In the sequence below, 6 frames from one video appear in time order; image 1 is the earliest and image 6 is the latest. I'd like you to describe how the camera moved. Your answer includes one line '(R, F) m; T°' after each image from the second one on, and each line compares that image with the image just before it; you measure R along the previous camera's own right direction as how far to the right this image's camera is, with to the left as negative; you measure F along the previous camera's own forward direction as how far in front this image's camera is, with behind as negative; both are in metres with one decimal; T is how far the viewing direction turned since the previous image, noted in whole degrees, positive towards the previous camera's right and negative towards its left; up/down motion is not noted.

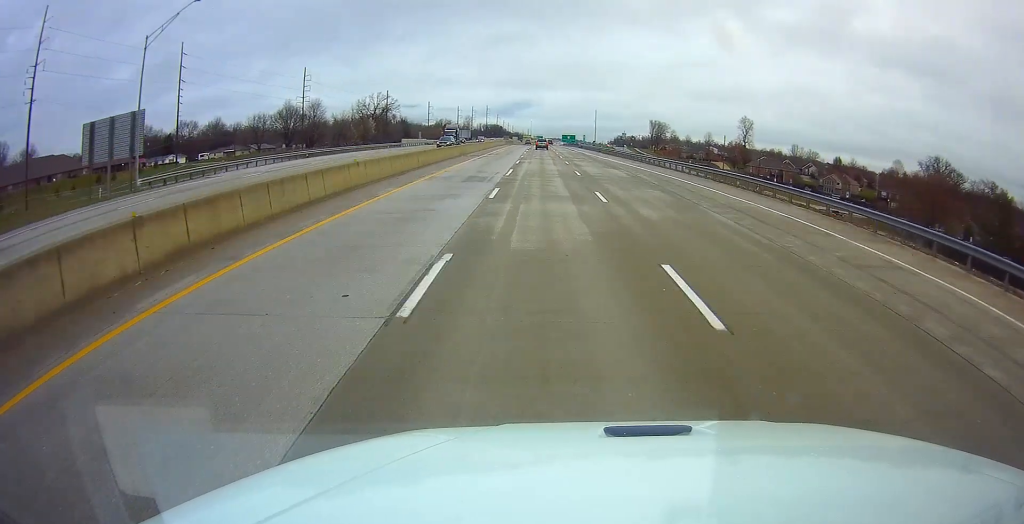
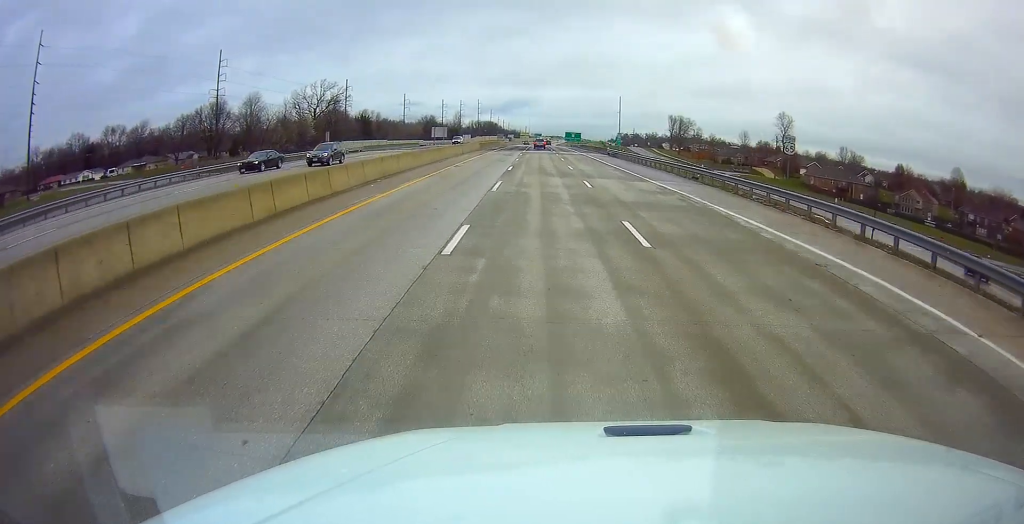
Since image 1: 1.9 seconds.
(-0.6, +56.5) m; -1°
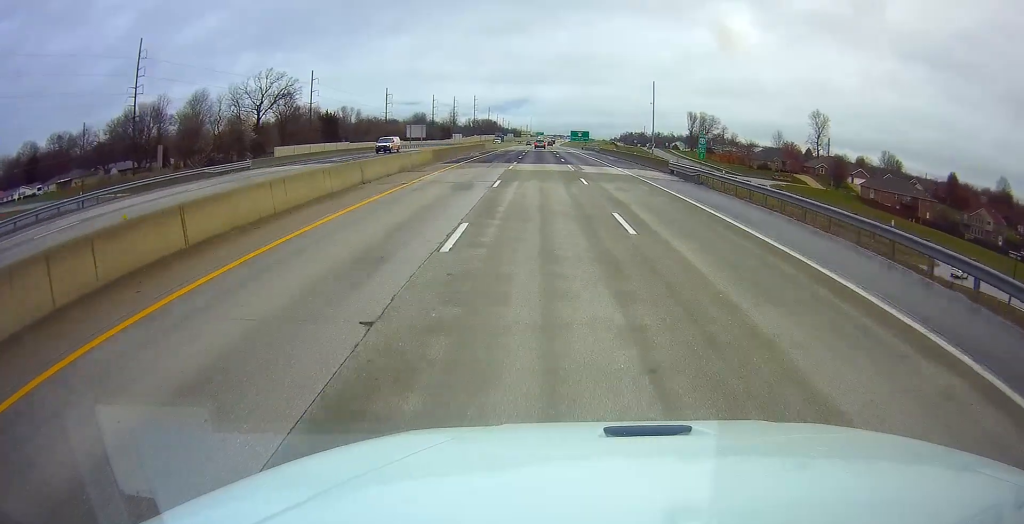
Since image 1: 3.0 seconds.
(-0.1, +35.3) m; 0°
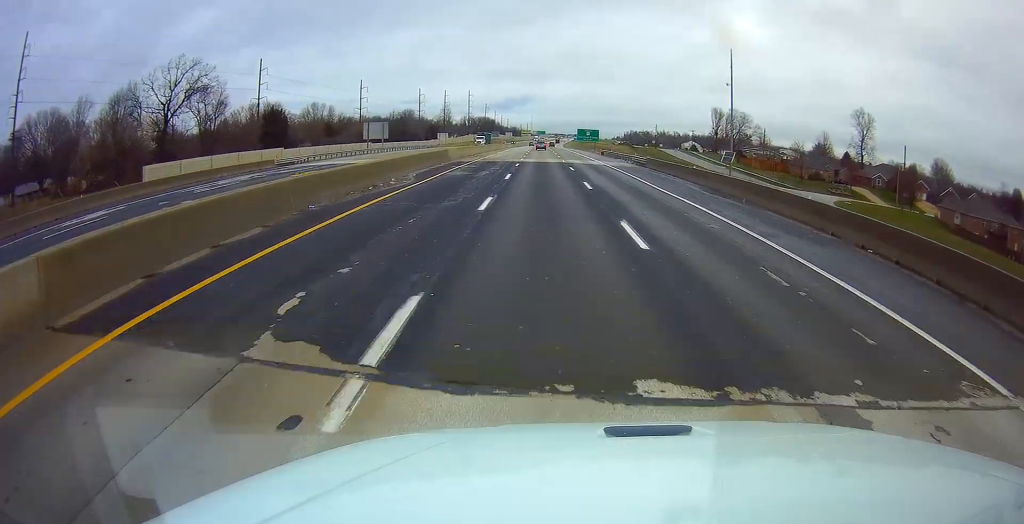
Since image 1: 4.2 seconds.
(0.0, +36.6) m; 0°
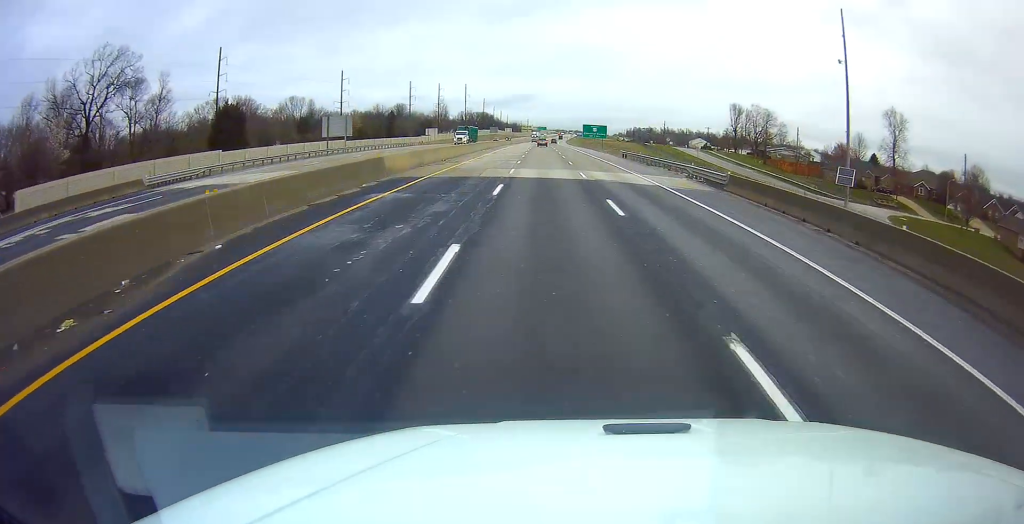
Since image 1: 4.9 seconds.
(0.0, +21.4) m; 0°
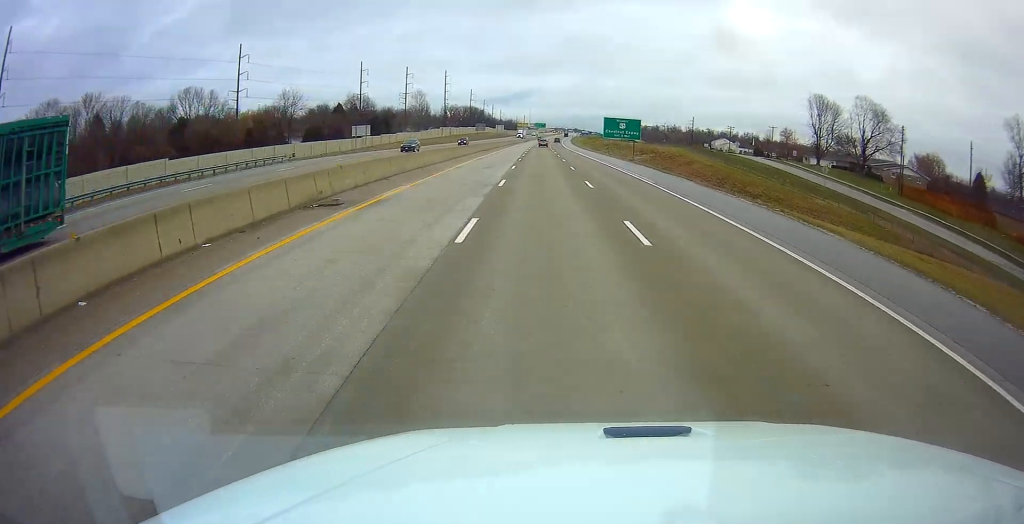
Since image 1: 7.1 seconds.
(0.0, +66.2) m; 0°
